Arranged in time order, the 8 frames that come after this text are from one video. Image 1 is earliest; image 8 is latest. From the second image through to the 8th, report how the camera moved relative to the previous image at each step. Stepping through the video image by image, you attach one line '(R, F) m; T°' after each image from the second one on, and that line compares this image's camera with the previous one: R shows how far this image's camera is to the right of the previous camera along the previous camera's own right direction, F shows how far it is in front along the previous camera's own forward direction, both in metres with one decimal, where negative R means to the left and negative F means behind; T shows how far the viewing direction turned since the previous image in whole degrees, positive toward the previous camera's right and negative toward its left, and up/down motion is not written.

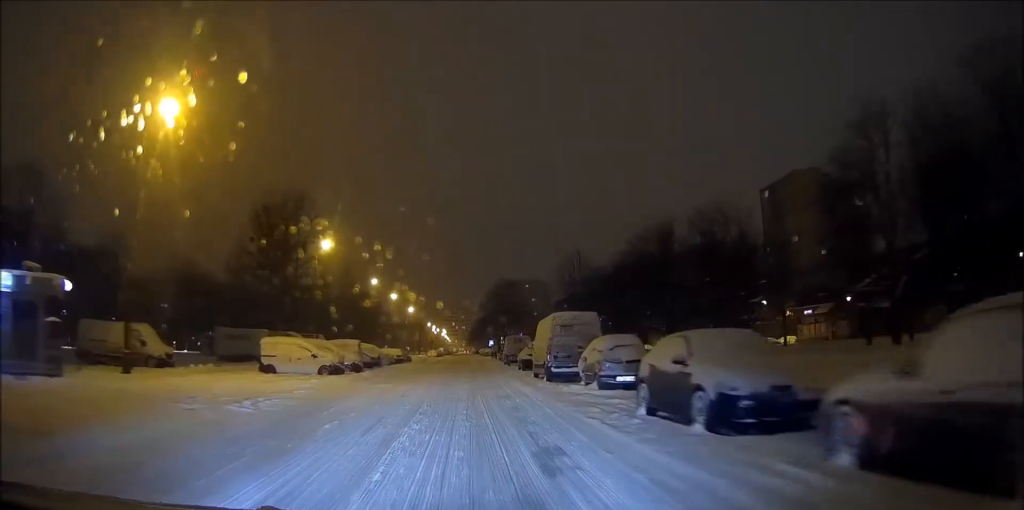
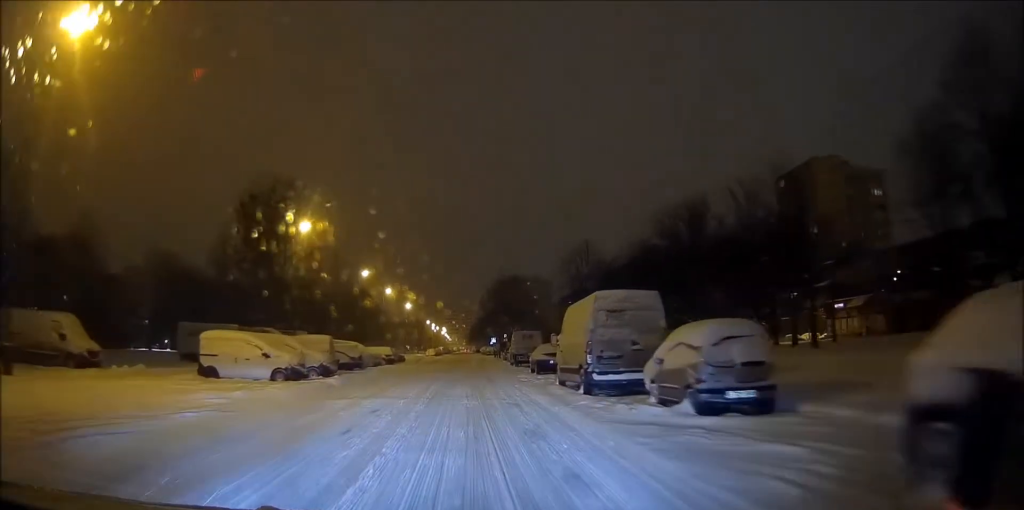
(+0.3, +8.2) m; +1°
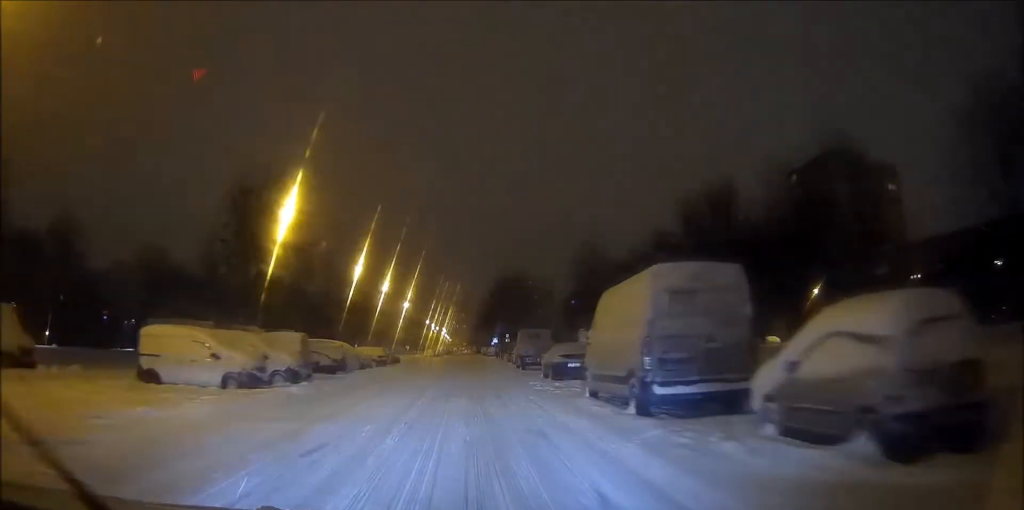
(-0.1, +5.4) m; 0°
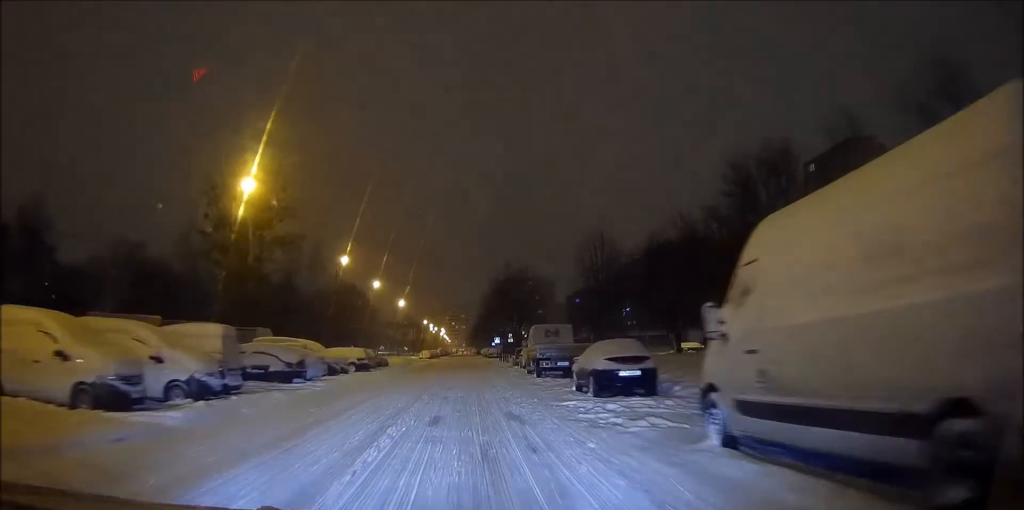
(-0.1, +8.5) m; -1°
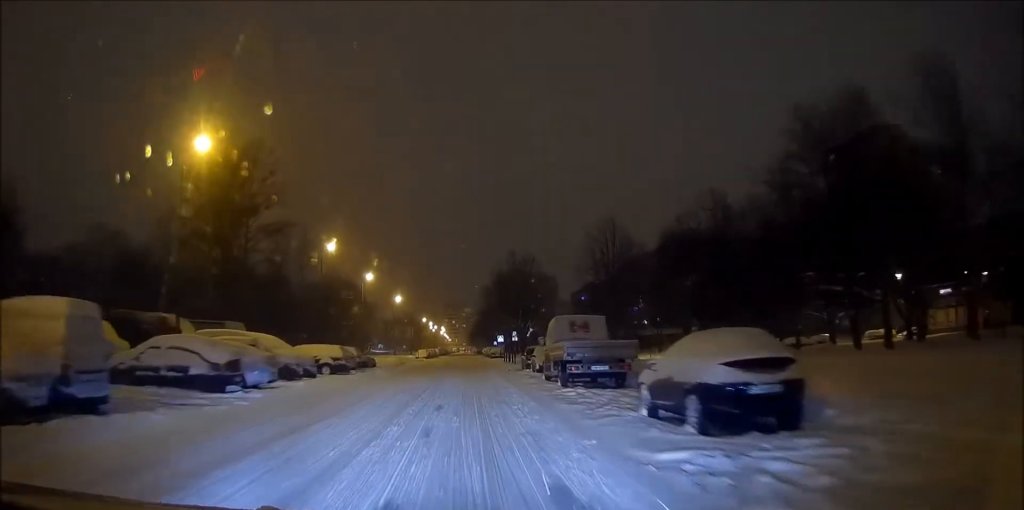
(0.0, +7.6) m; 0°
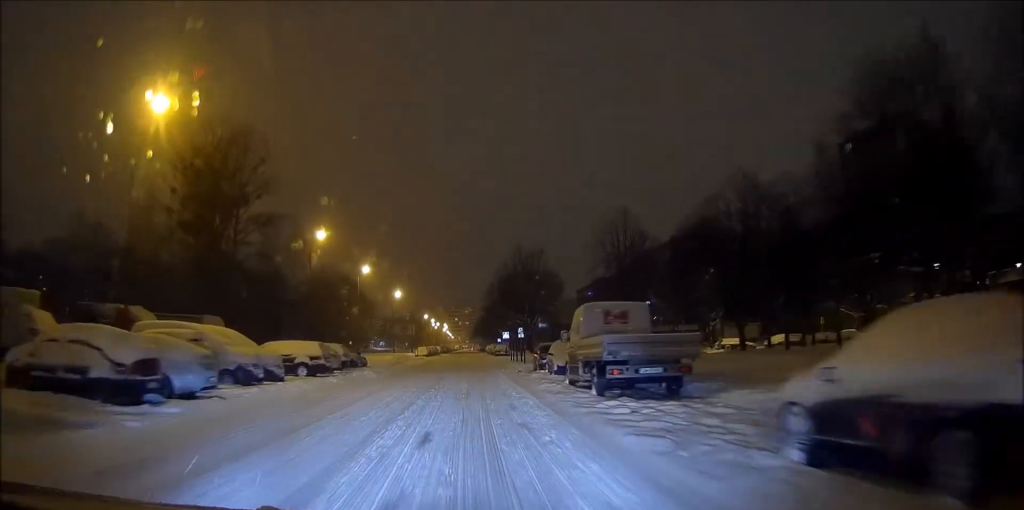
(-0.1, +5.4) m; 0°
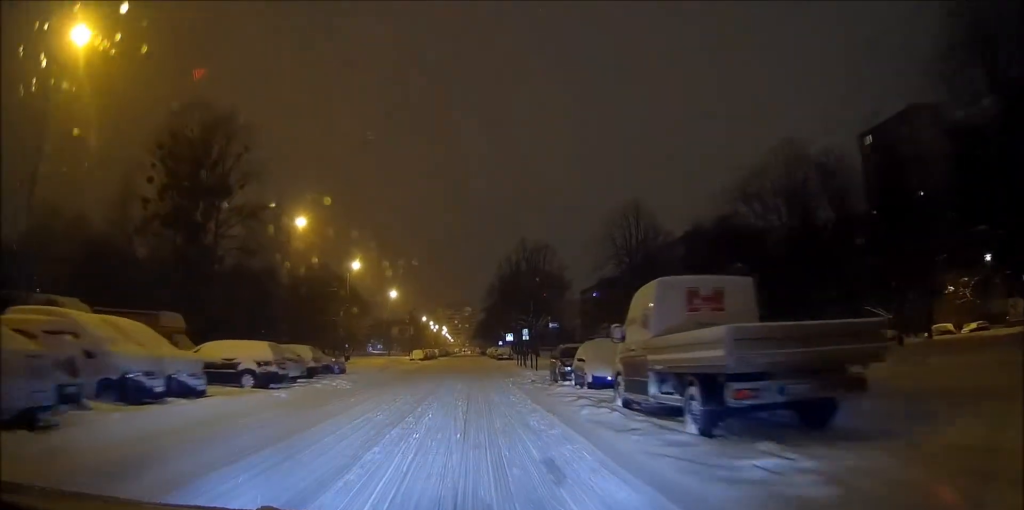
(+0.1, +6.9) m; +1°
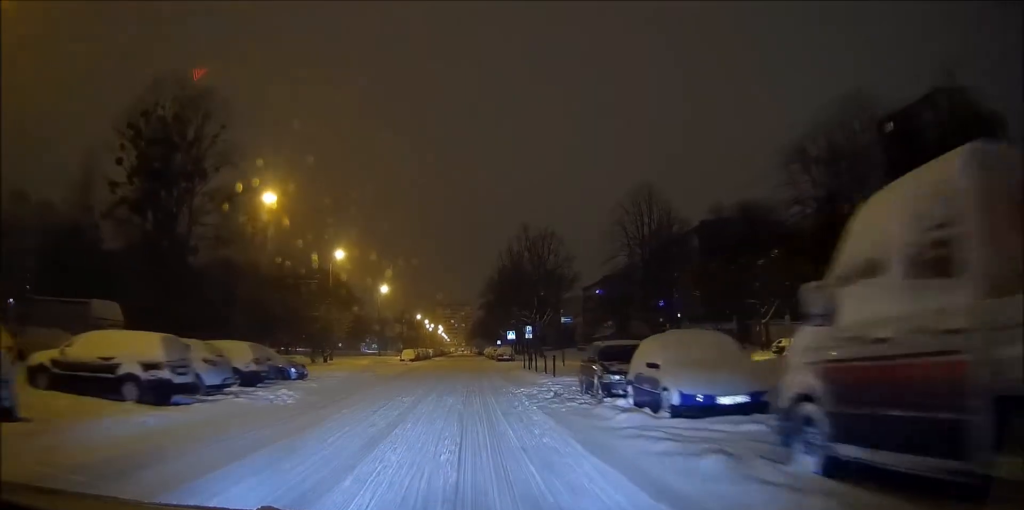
(+0.1, +7.6) m; 0°
